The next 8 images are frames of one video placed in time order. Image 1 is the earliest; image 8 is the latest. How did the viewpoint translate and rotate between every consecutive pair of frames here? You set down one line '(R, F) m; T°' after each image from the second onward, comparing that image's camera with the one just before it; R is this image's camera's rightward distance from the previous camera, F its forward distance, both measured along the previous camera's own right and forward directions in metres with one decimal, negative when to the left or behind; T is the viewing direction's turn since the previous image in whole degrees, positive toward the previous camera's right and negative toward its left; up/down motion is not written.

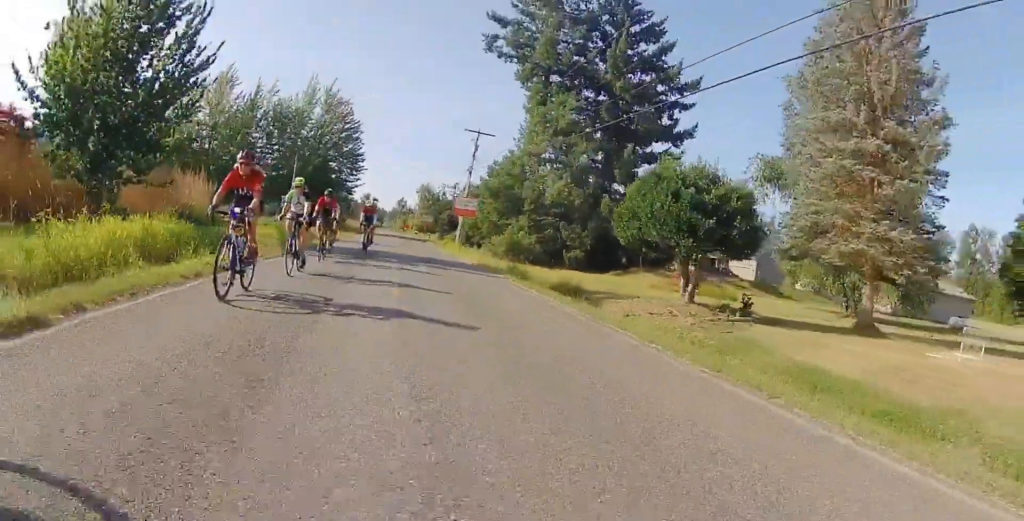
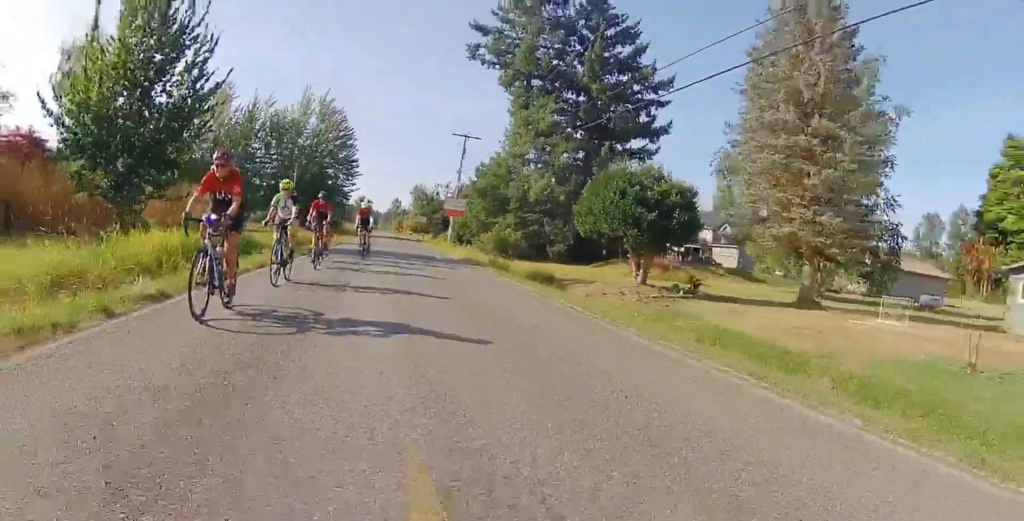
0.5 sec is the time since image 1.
(0.0, +3.2) m; -1°
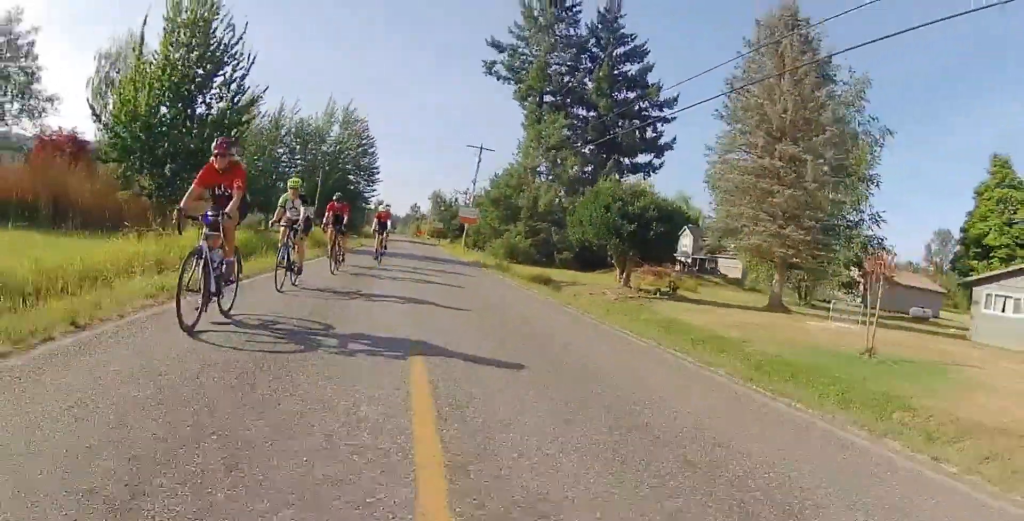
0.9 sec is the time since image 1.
(0.0, +3.2) m; 0°
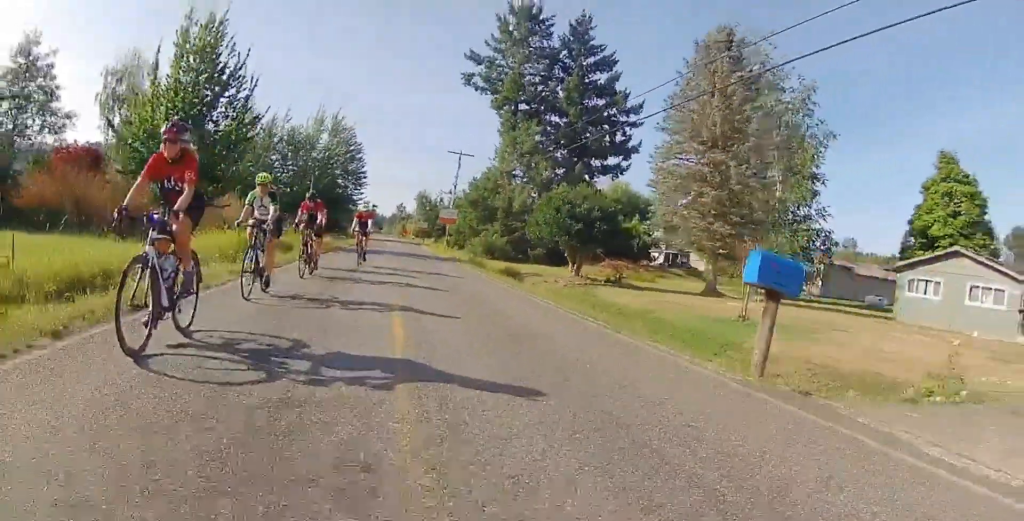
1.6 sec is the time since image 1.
(0.0, +4.3) m; 0°
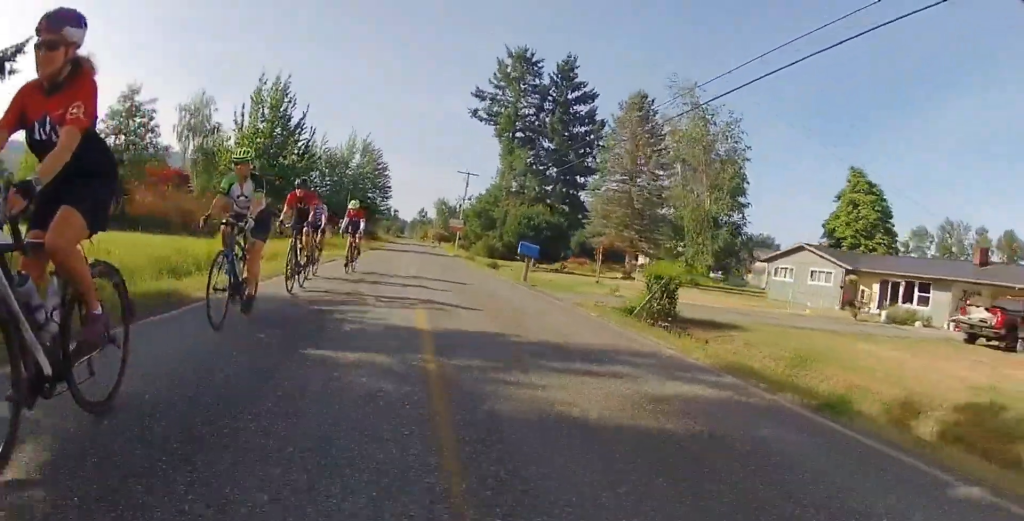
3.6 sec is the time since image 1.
(+0.3, +13.5) m; +2°
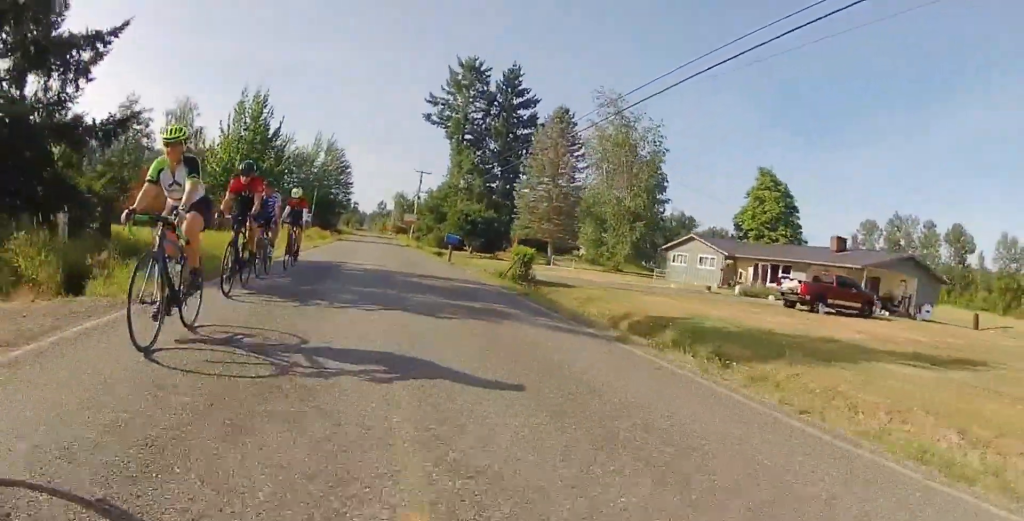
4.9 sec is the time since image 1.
(0.0, +8.2) m; -1°
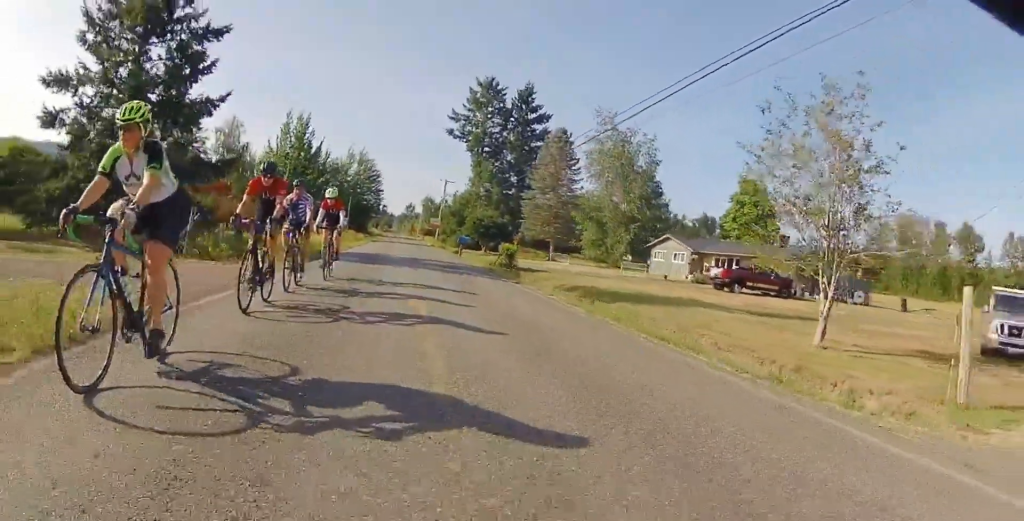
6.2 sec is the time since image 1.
(-0.1, +8.8) m; -1°
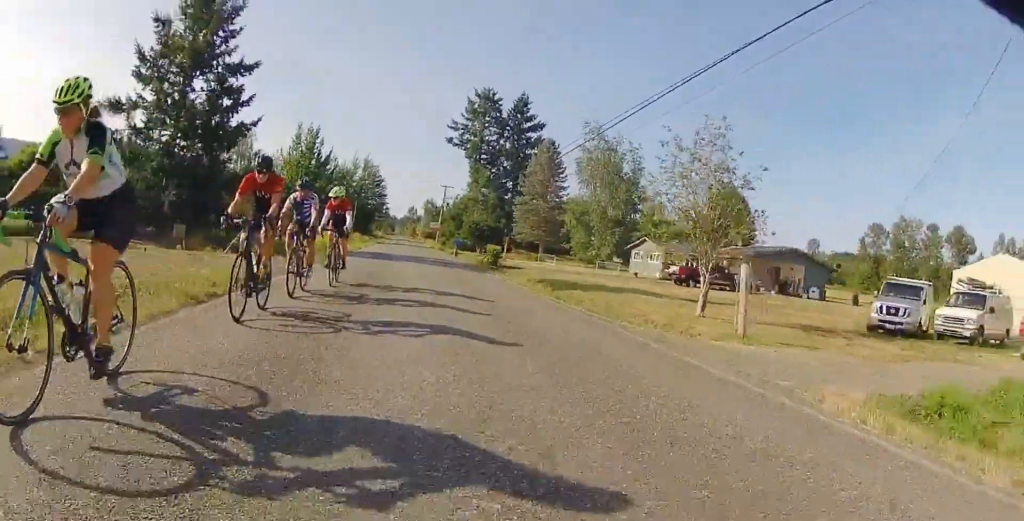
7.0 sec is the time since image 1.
(0.0, +5.5) m; 0°
